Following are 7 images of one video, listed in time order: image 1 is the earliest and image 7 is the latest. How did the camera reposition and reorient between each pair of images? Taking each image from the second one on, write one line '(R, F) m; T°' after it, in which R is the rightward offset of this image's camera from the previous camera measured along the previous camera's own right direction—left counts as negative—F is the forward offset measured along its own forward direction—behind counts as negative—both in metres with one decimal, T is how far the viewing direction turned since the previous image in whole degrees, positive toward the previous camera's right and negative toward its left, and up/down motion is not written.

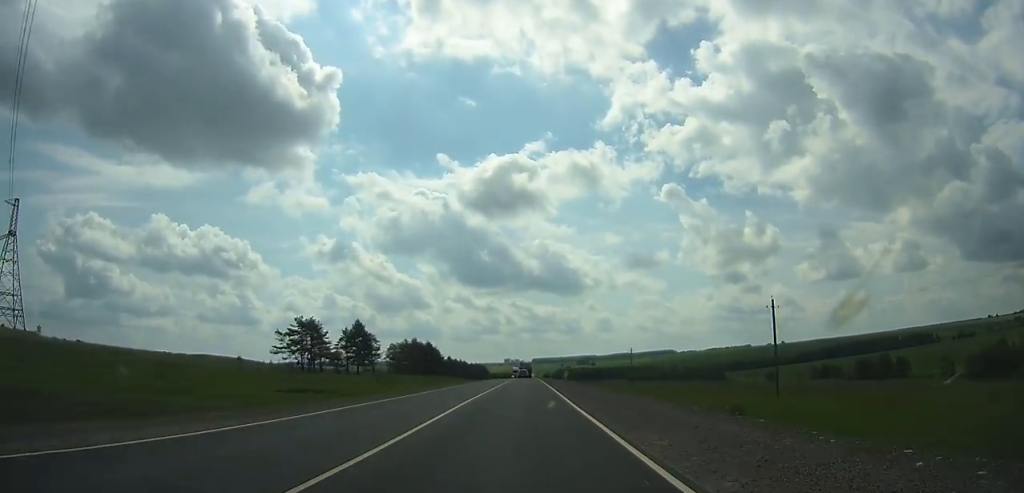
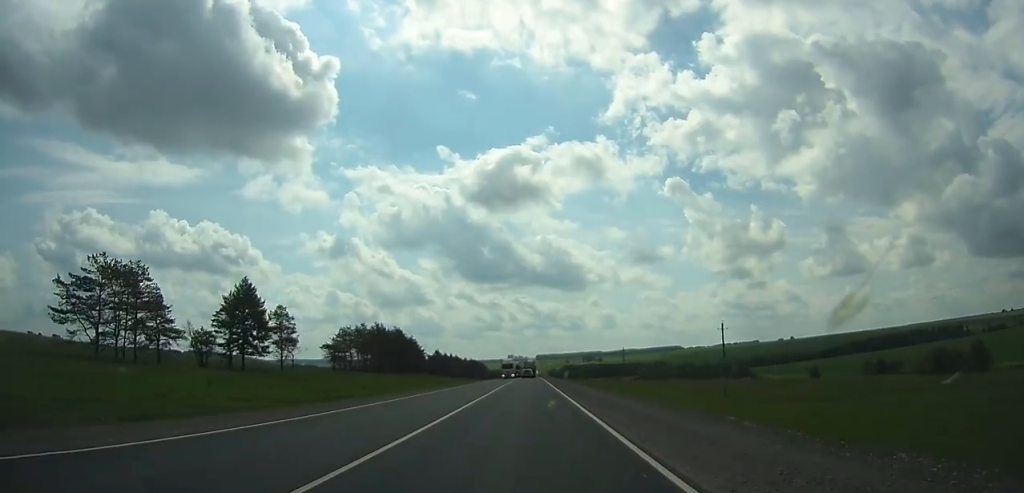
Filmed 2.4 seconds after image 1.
(-0.3, +59.7) m; 0°
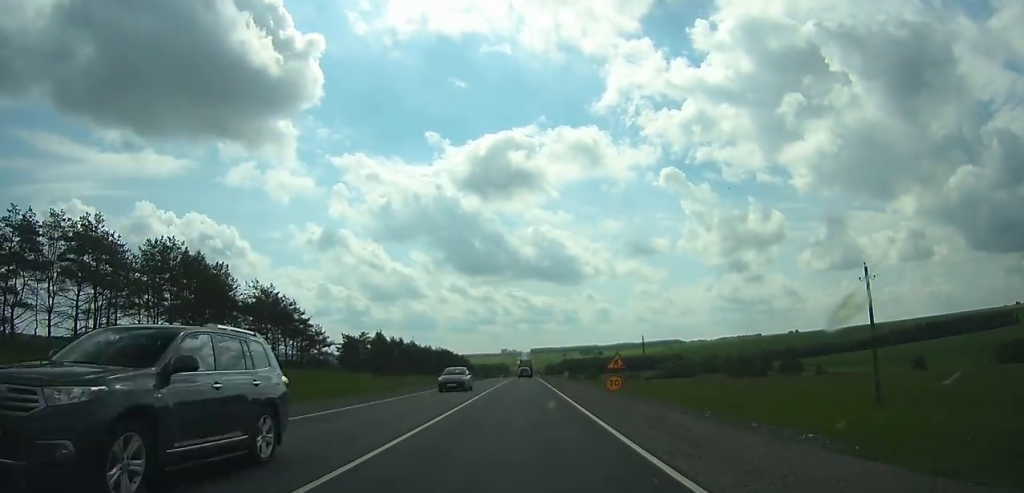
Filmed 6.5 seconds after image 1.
(0.0, +104.2) m; 0°
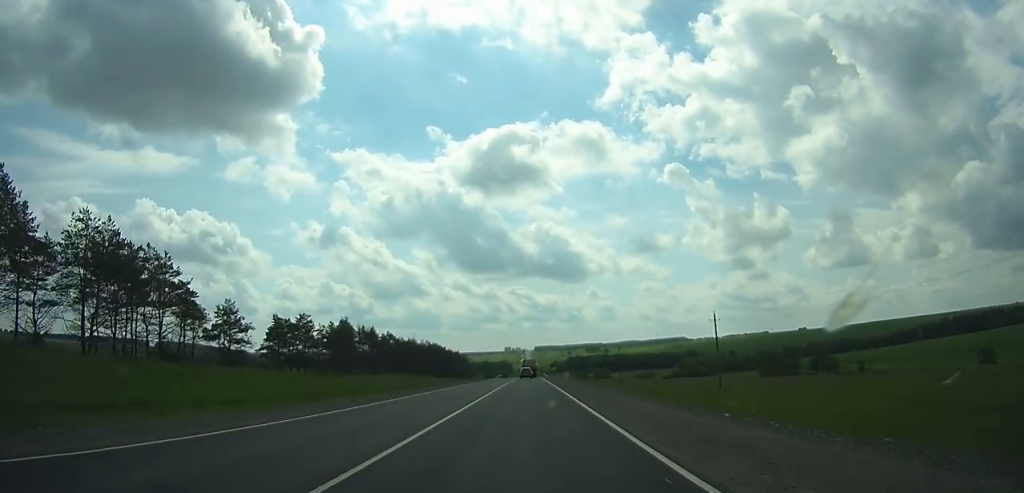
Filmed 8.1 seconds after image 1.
(-0.1, +41.3) m; 0°
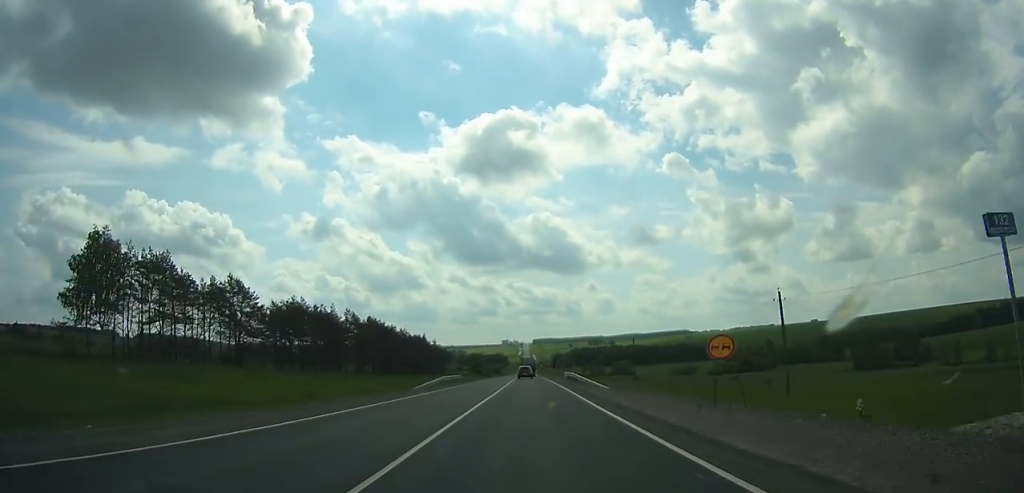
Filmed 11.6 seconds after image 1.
(-0.1, +90.4) m; 0°
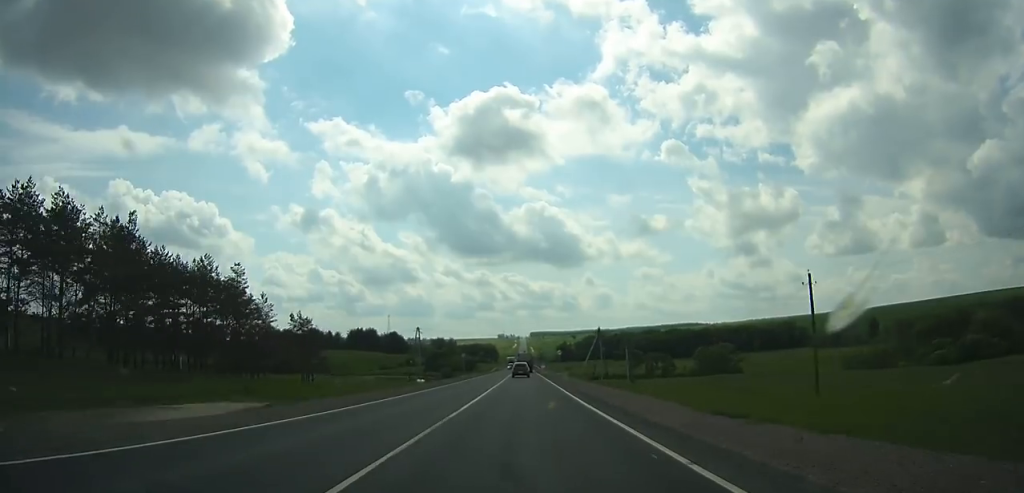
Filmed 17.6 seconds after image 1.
(+0.4, +154.4) m; 0°
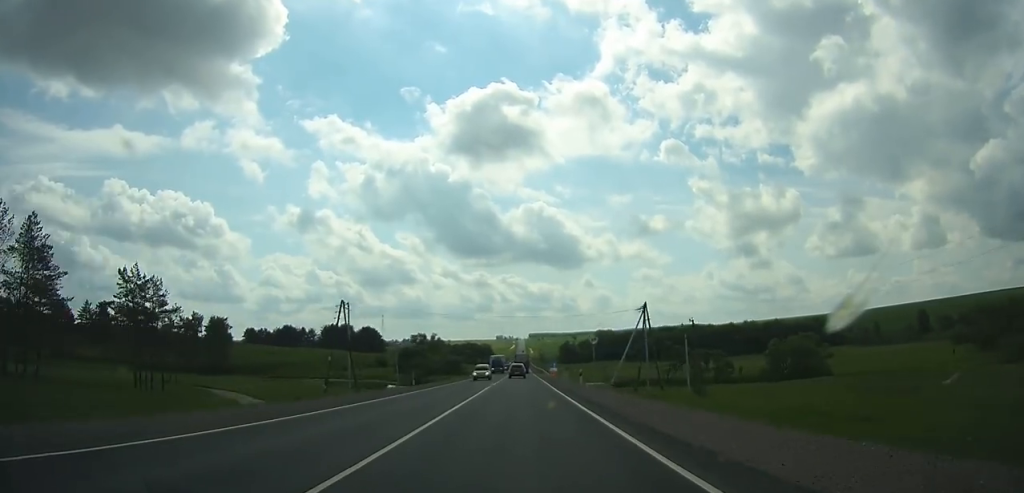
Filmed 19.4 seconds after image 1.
(-0.1, +46.4) m; 0°
